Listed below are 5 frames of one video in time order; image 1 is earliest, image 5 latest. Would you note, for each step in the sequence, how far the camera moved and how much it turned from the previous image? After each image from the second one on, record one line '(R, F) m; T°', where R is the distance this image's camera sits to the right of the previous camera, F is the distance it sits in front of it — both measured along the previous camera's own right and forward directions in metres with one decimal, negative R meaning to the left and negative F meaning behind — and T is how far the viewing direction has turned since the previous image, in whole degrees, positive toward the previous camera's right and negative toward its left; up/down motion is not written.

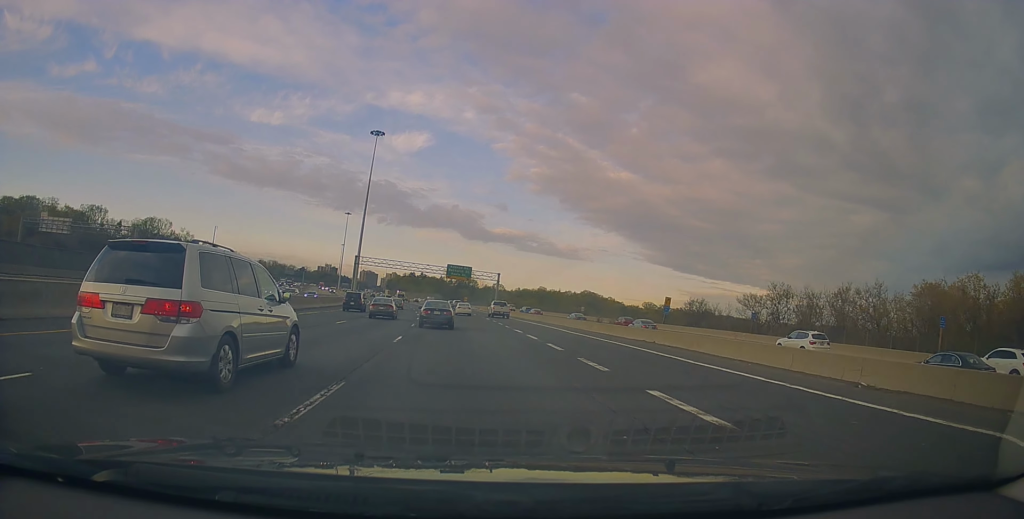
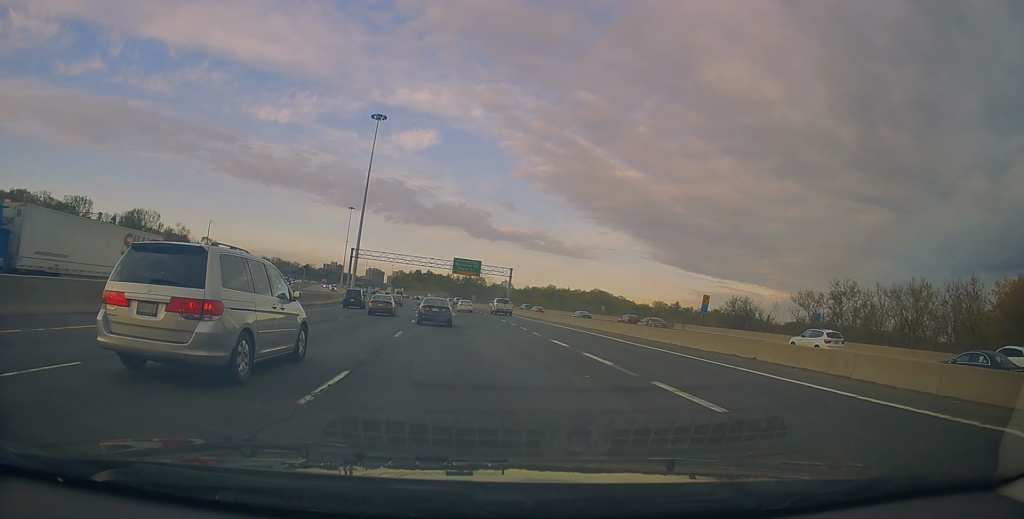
(-0.2, +10.5) m; 0°
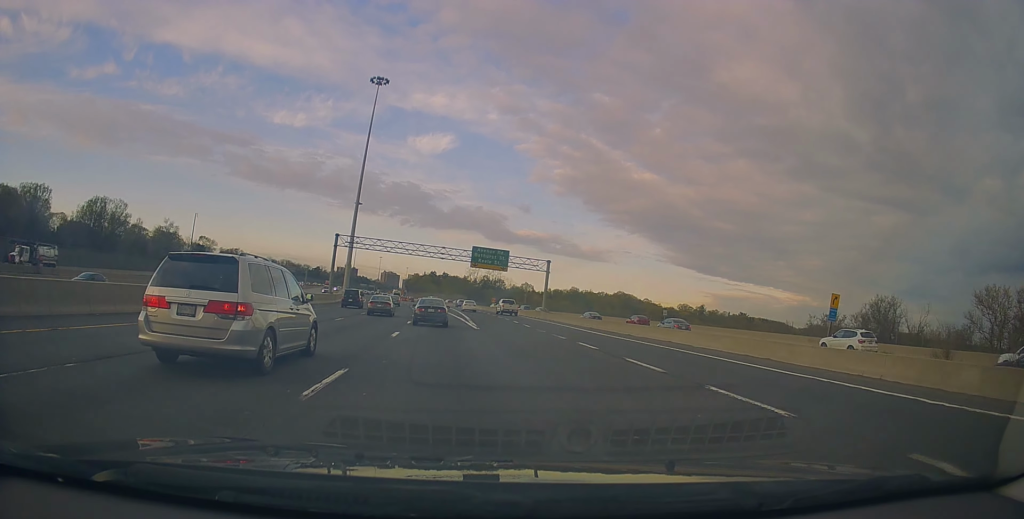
(+0.1, +24.3) m; -1°
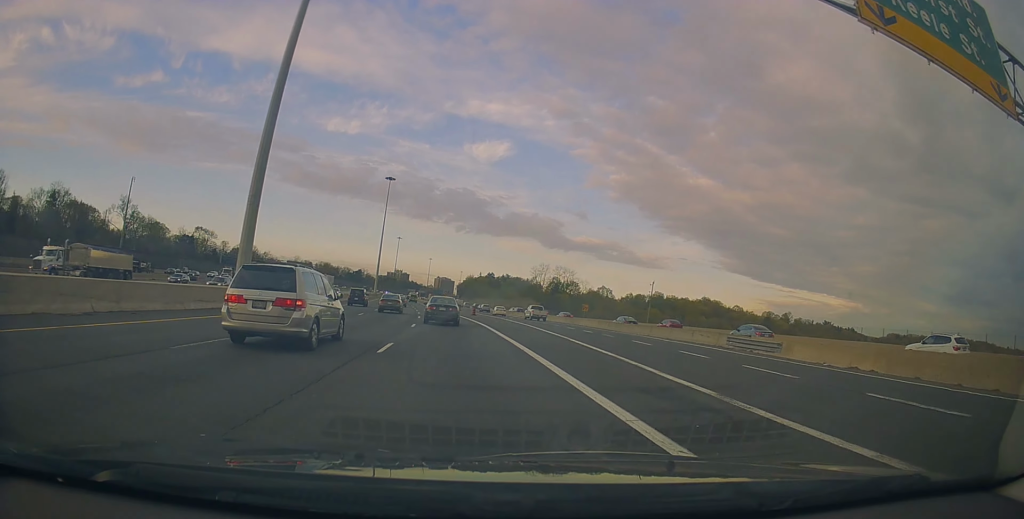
(-3.9, +66.7) m; -5°
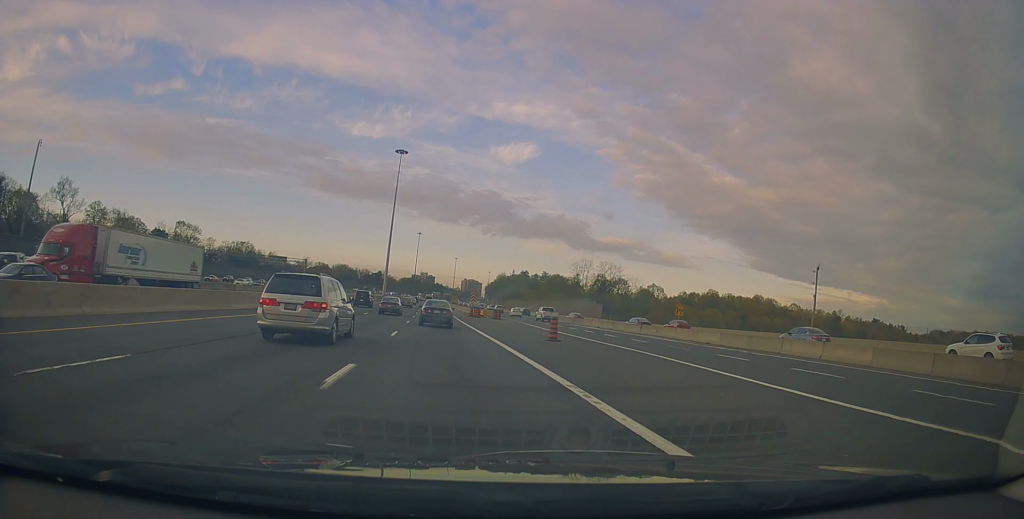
(-0.9, +40.3) m; -4°
